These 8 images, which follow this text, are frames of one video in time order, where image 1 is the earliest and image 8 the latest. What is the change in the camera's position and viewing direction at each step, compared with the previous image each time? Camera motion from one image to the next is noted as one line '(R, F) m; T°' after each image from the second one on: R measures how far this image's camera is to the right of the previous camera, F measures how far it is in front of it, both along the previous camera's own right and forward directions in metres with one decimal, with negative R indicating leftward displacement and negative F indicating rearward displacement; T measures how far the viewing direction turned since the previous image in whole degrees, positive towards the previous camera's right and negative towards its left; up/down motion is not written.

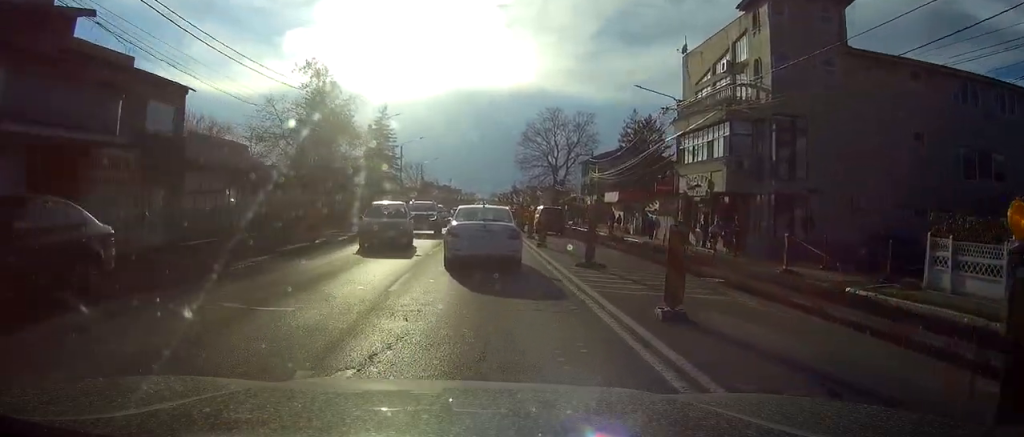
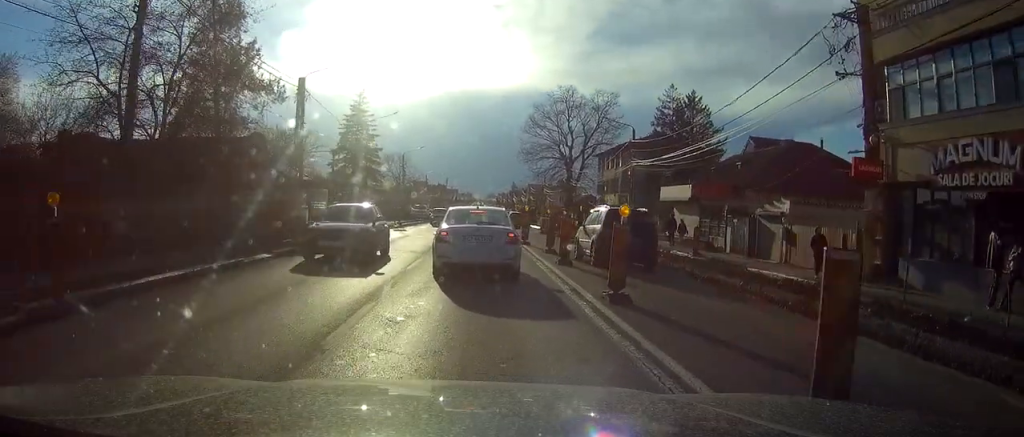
(+0.3, +22.5) m; +1°
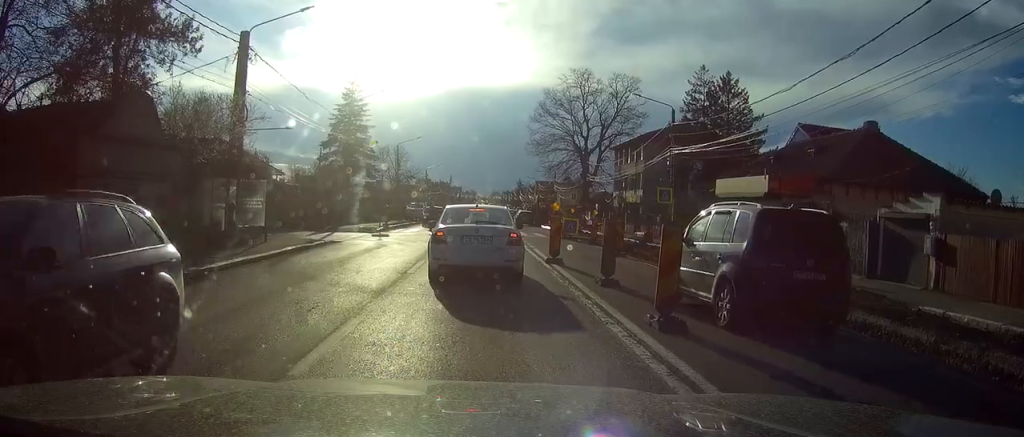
(0.0, +10.4) m; -1°
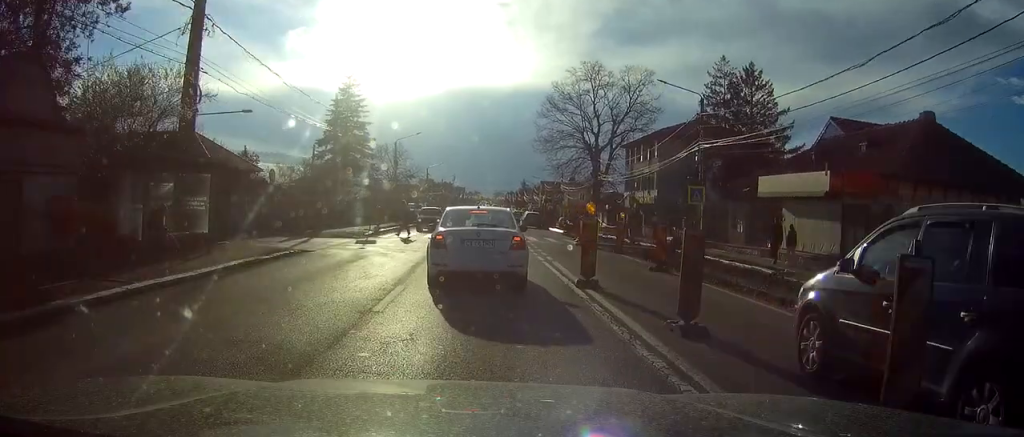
(0.0, +5.4) m; -1°
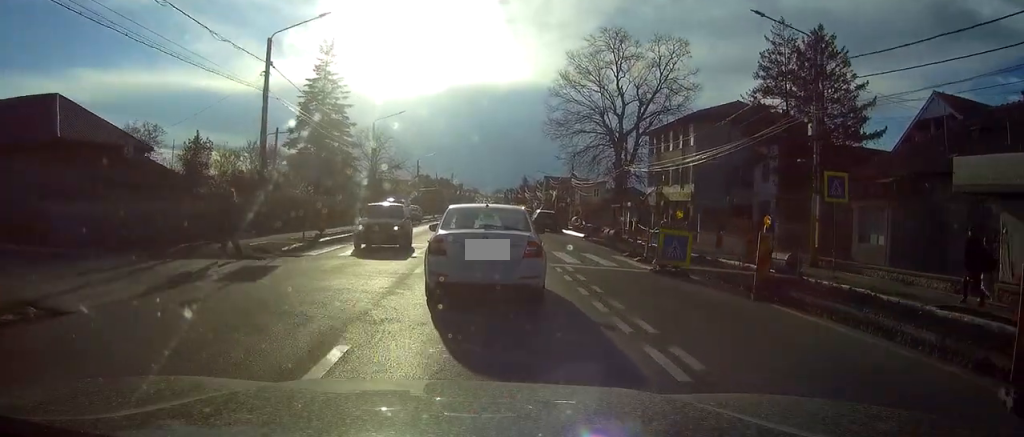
(-0.1, +14.6) m; 0°
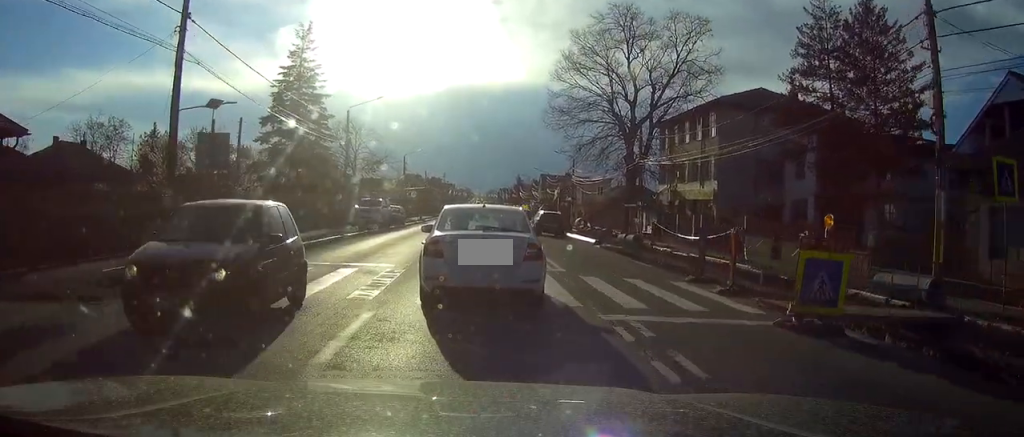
(-0.1, +8.6) m; 0°
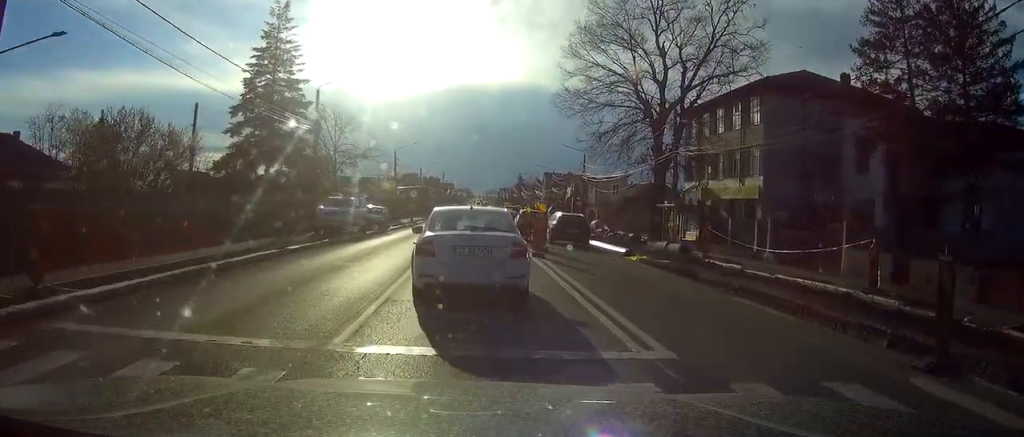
(0.0, +9.8) m; +1°
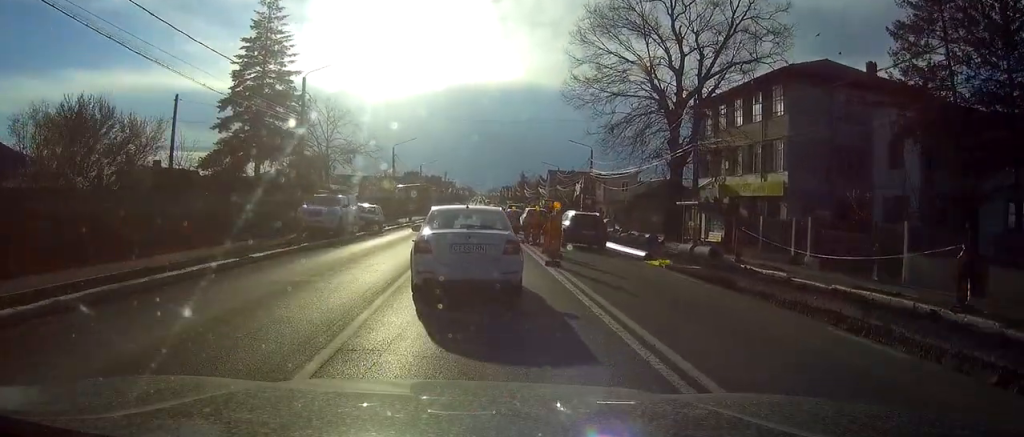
(0.0, +3.8) m; 0°
